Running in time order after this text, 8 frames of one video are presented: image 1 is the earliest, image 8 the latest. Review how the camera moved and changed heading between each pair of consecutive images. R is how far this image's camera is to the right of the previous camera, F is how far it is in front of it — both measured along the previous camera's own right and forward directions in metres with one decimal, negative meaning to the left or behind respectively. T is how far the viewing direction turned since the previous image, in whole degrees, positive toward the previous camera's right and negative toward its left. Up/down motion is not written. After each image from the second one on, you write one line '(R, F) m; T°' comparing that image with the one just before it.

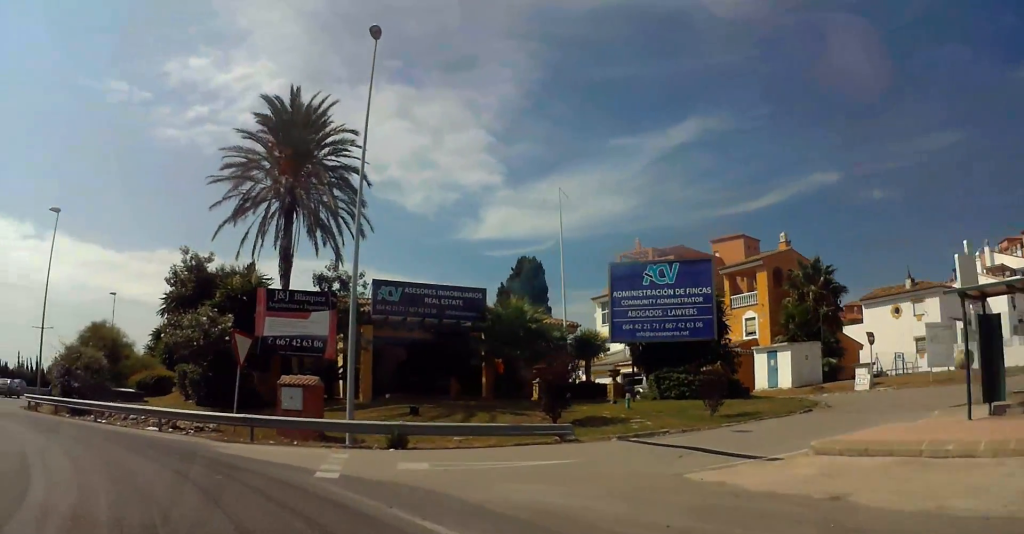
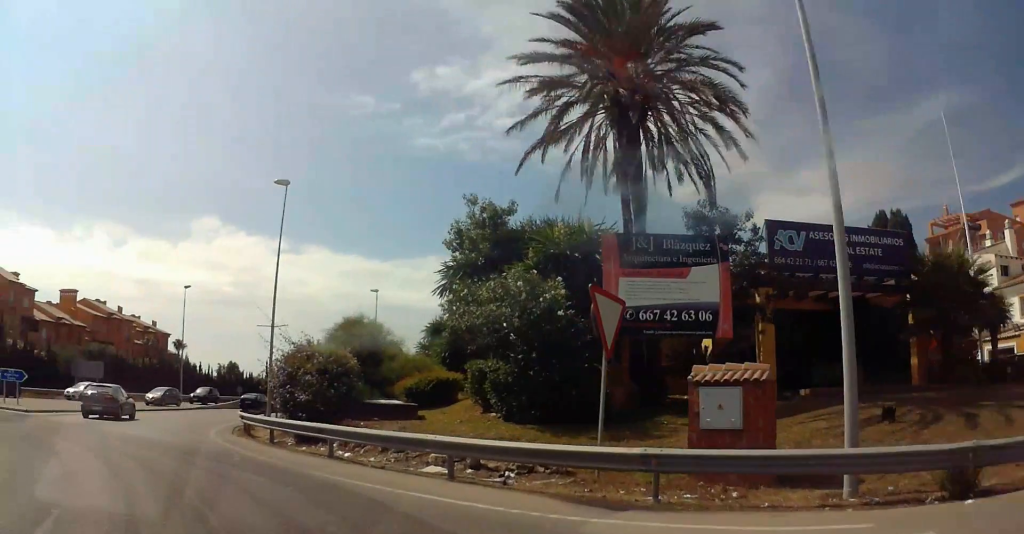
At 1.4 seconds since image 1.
(-3.7, +9.9) m; -23°
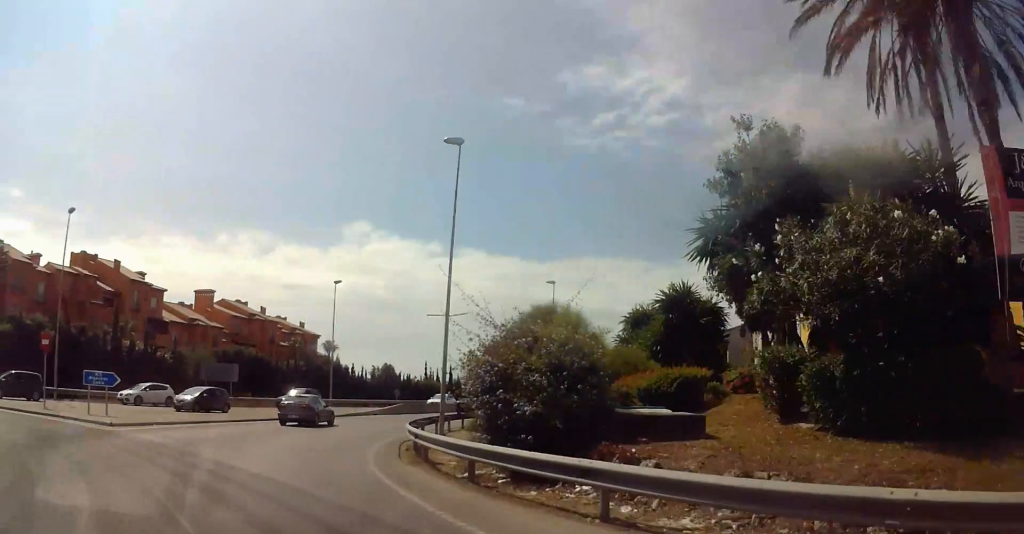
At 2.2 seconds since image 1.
(0.0, +7.3) m; 0°
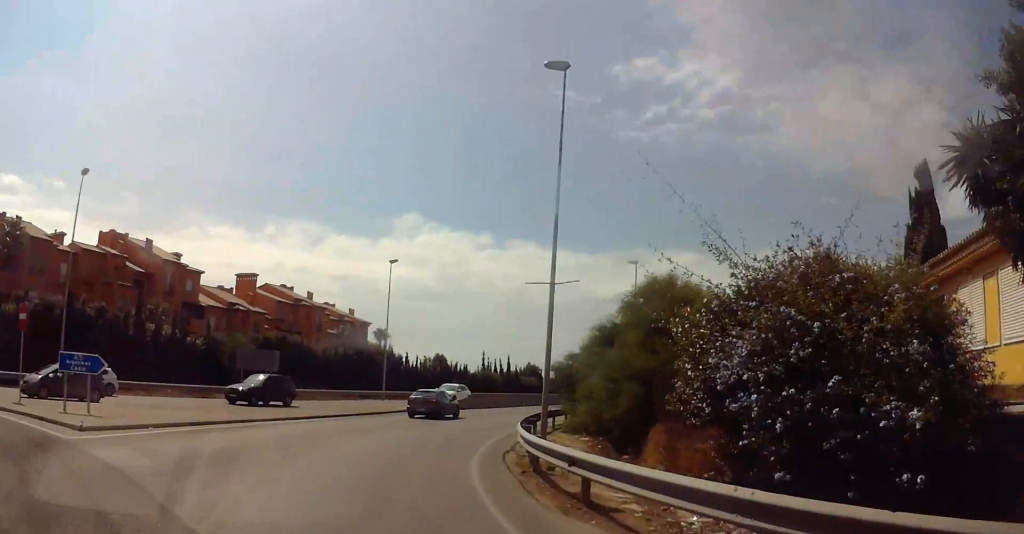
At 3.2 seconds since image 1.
(+0.1, +7.7) m; +1°
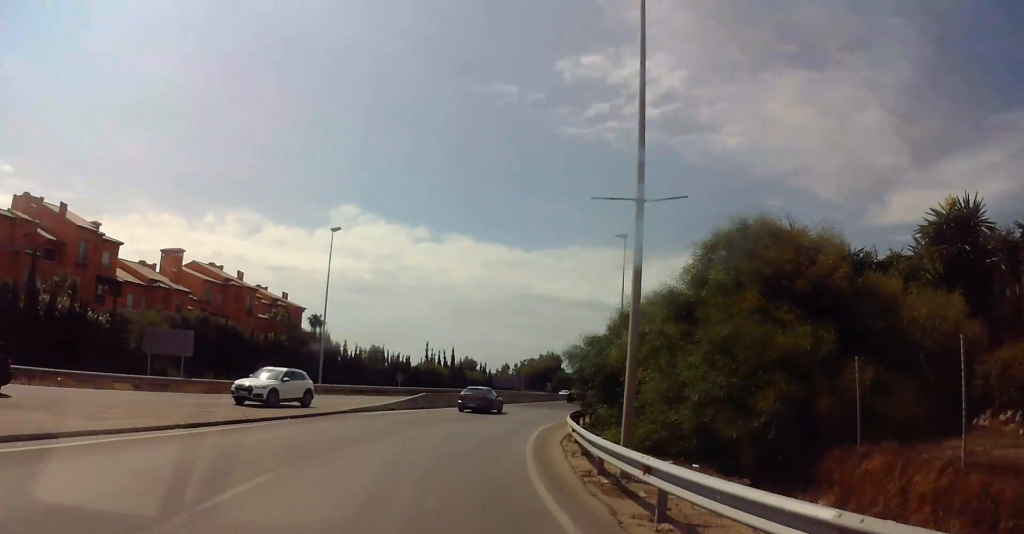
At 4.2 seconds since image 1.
(0.0, +9.7) m; +2°
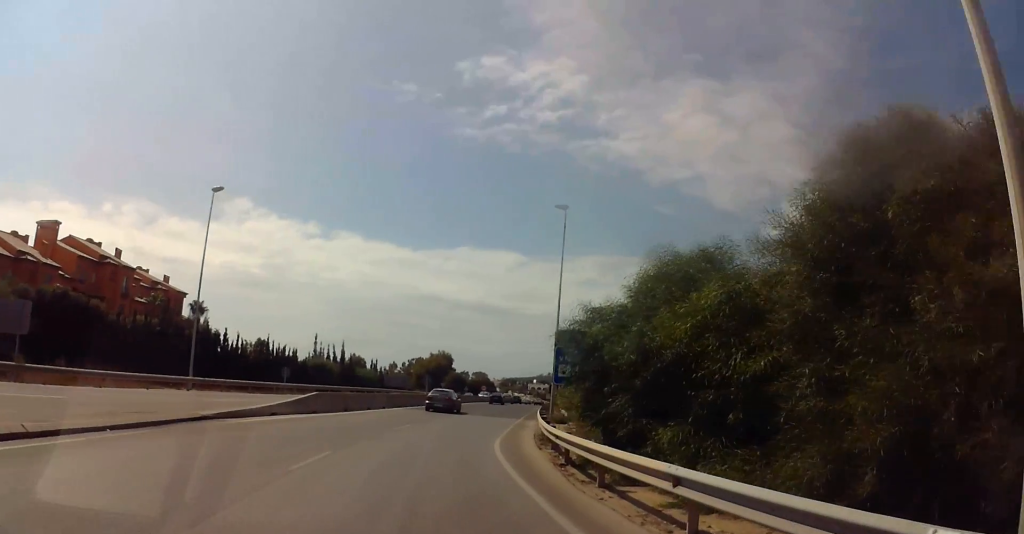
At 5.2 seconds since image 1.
(+0.3, +9.5) m; +14°
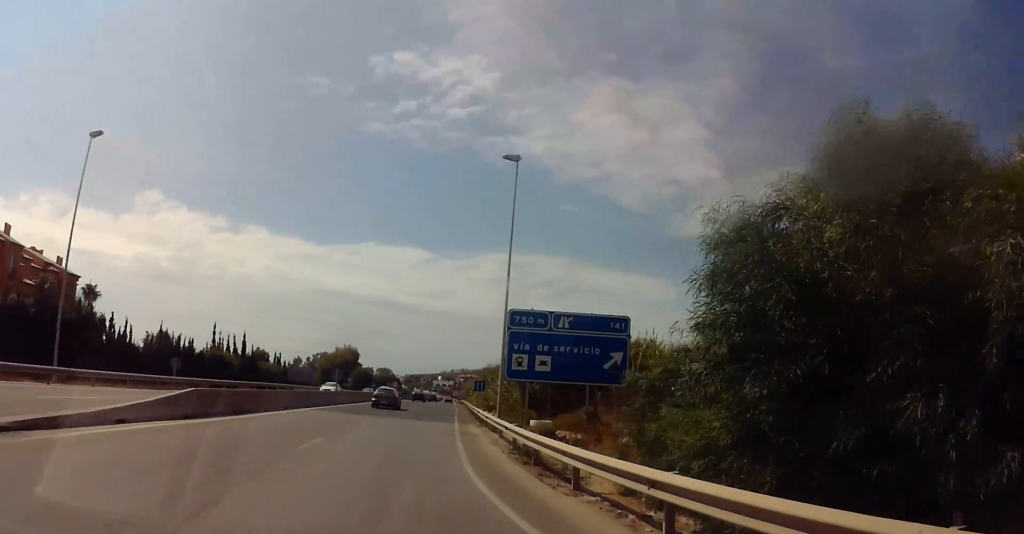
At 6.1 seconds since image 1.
(+1.7, +8.4) m; +14°
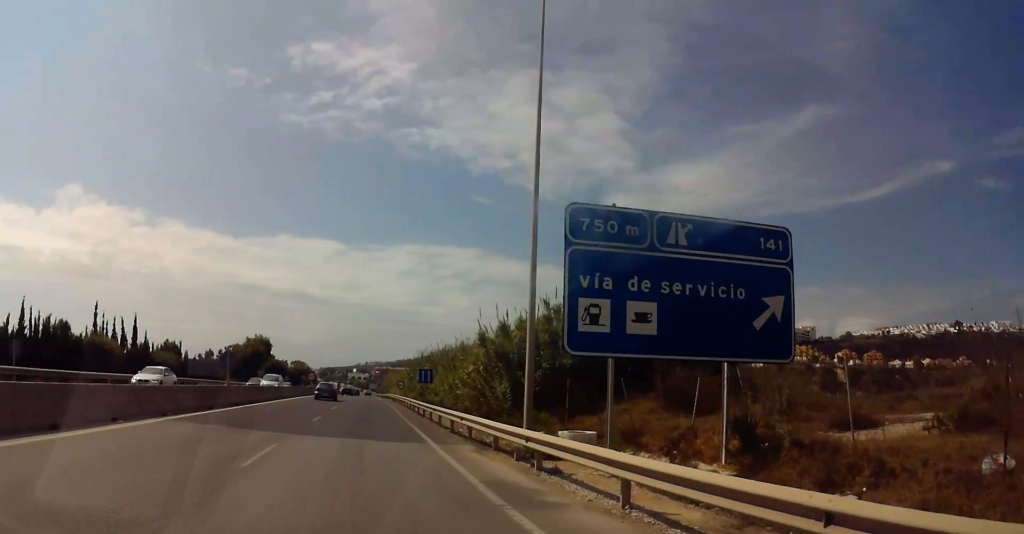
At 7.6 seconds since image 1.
(+0.3, +15.5) m; +1°
